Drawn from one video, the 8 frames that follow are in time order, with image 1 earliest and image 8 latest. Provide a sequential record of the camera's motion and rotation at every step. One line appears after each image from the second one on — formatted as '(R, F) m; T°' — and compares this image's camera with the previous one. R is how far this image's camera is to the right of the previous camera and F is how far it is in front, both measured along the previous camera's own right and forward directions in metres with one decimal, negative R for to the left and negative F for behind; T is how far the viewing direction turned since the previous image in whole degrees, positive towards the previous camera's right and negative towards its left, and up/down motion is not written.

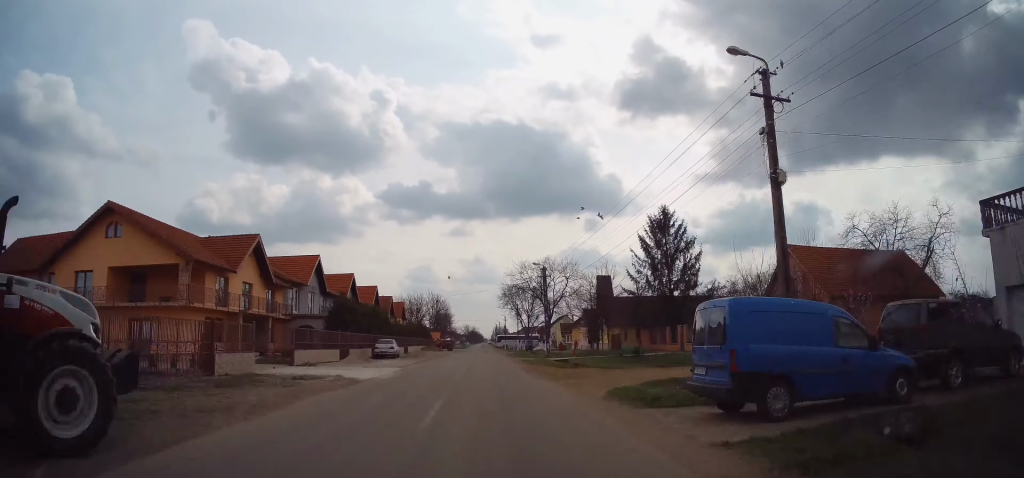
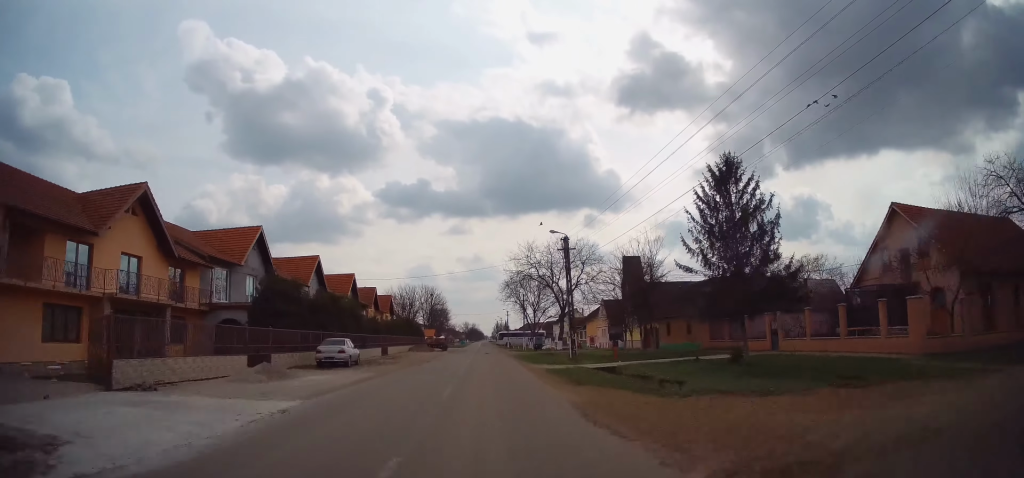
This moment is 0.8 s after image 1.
(+0.1, +14.1) m; 0°
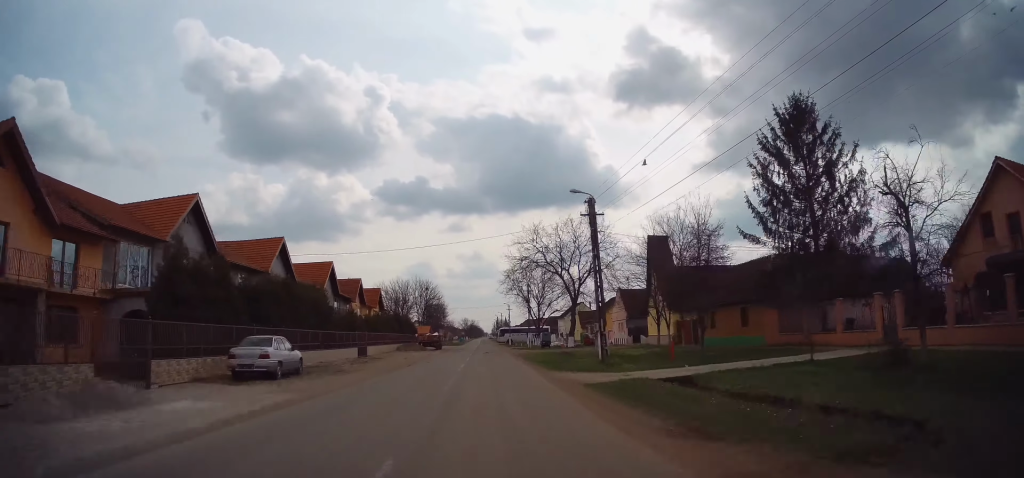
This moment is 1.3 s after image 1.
(-0.2, +9.4) m; 0°
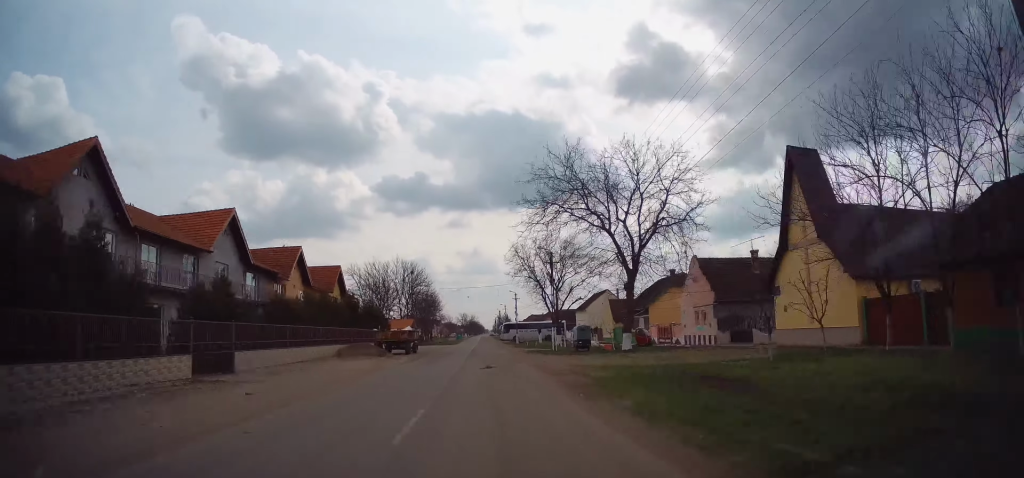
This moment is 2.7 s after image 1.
(+0.2, +23.8) m; 0°
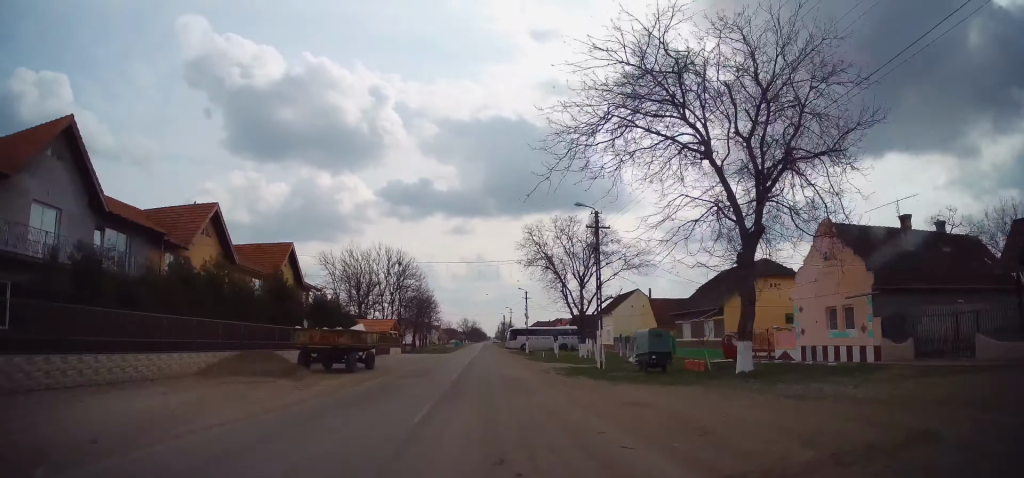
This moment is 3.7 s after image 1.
(-0.3, +16.7) m; 0°
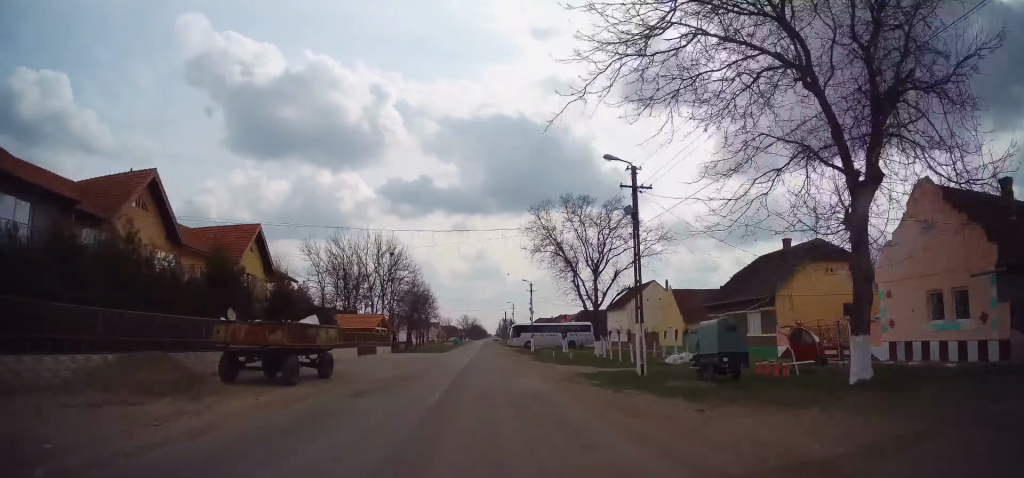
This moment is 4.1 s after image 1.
(+0.2, +6.8) m; 0°
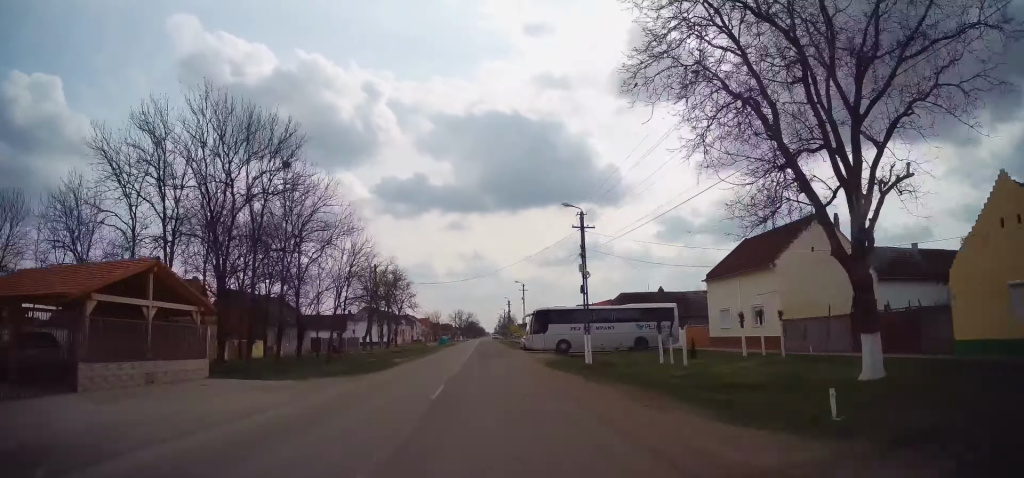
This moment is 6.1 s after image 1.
(0.0, +34.8) m; 0°
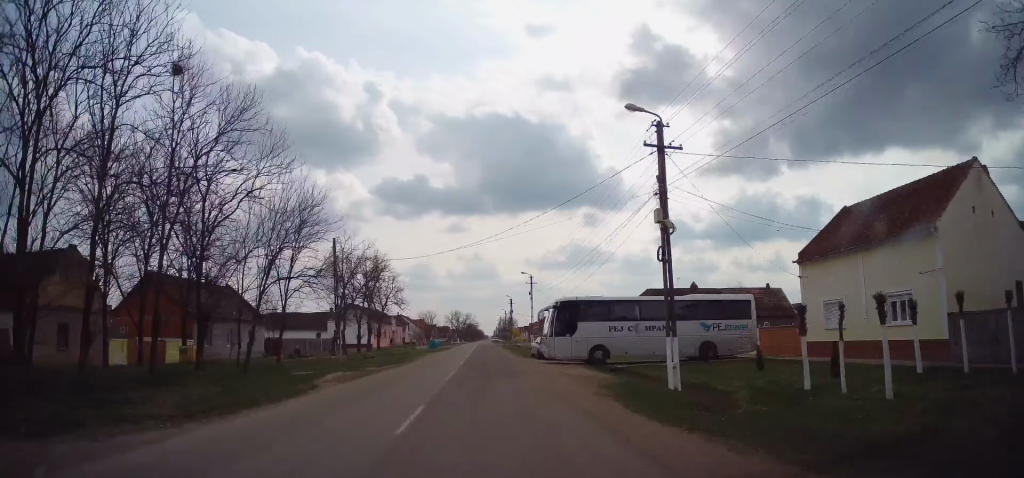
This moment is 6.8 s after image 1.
(0.0, +12.8) m; 0°
